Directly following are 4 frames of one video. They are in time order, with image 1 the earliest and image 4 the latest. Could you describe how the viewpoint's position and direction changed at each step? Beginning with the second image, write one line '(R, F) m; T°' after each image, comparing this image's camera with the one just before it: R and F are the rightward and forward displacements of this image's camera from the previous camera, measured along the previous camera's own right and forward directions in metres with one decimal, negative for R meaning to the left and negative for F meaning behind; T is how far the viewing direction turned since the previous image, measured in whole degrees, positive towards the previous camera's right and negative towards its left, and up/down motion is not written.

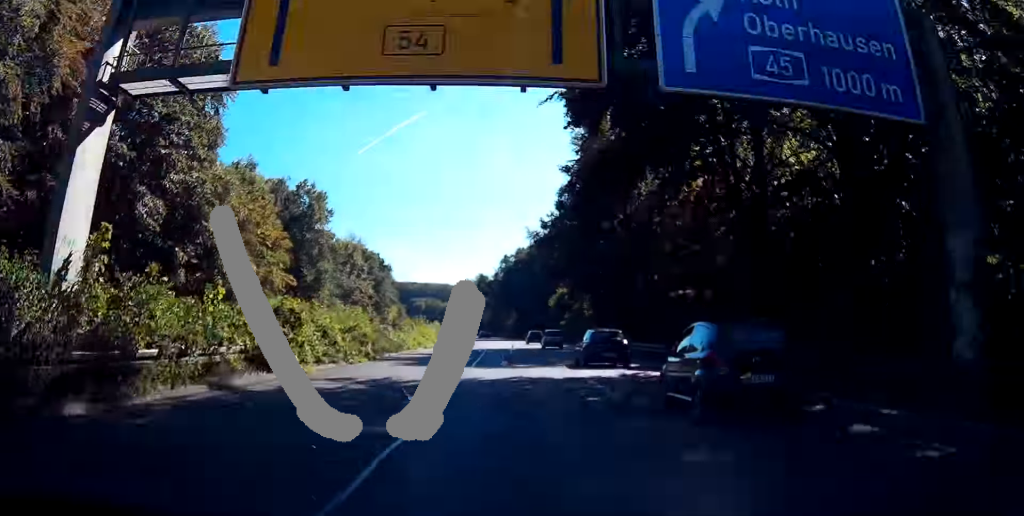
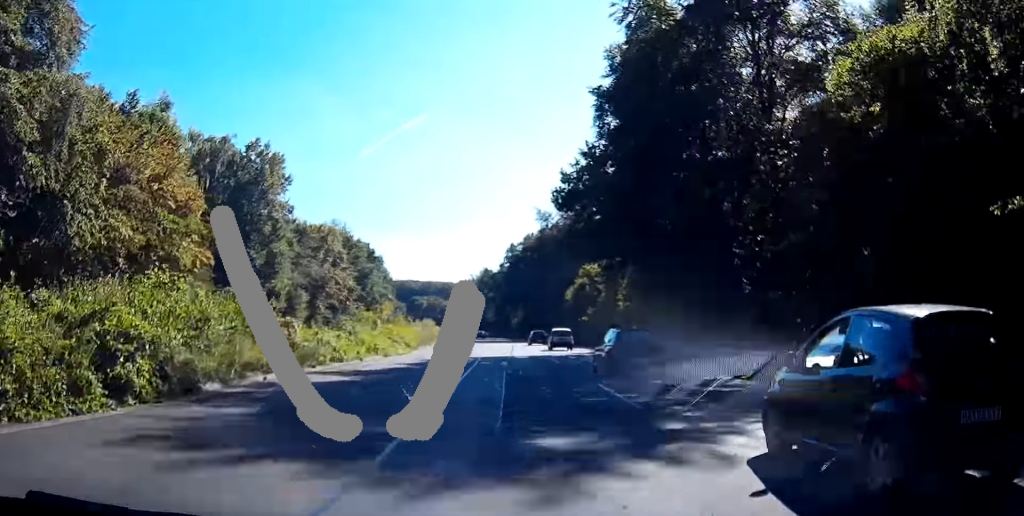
(0.0, +20.1) m; 0°
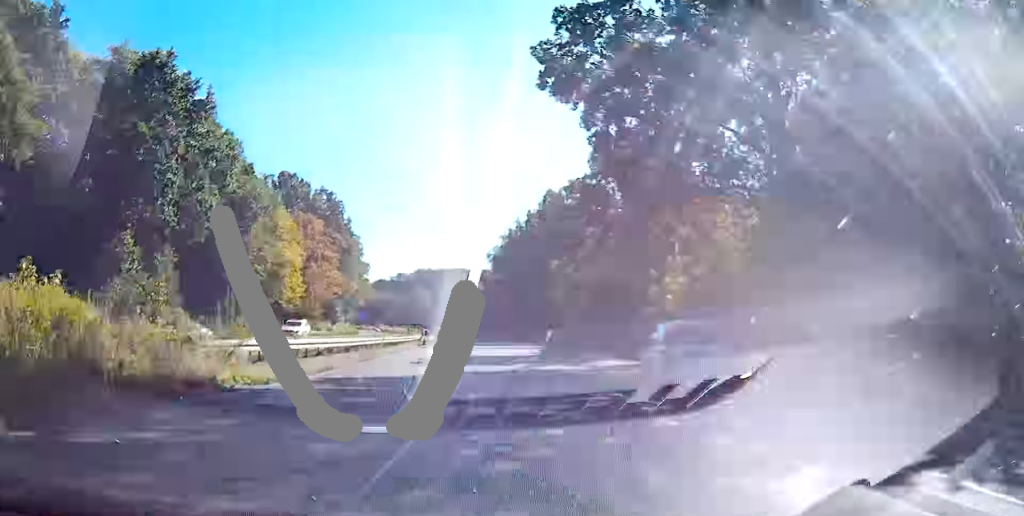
(-5.8, +111.2) m; -7°
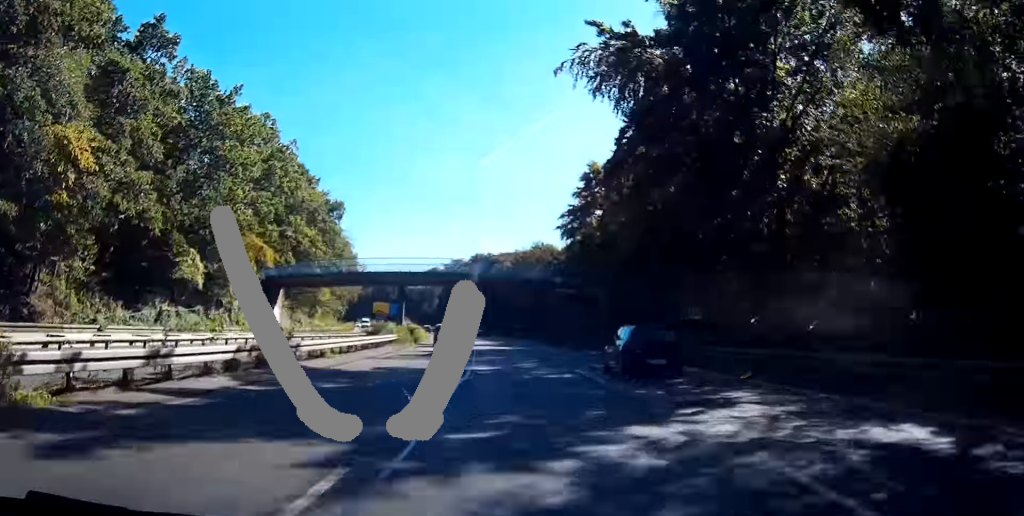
(-3.9, +80.1) m; -4°
